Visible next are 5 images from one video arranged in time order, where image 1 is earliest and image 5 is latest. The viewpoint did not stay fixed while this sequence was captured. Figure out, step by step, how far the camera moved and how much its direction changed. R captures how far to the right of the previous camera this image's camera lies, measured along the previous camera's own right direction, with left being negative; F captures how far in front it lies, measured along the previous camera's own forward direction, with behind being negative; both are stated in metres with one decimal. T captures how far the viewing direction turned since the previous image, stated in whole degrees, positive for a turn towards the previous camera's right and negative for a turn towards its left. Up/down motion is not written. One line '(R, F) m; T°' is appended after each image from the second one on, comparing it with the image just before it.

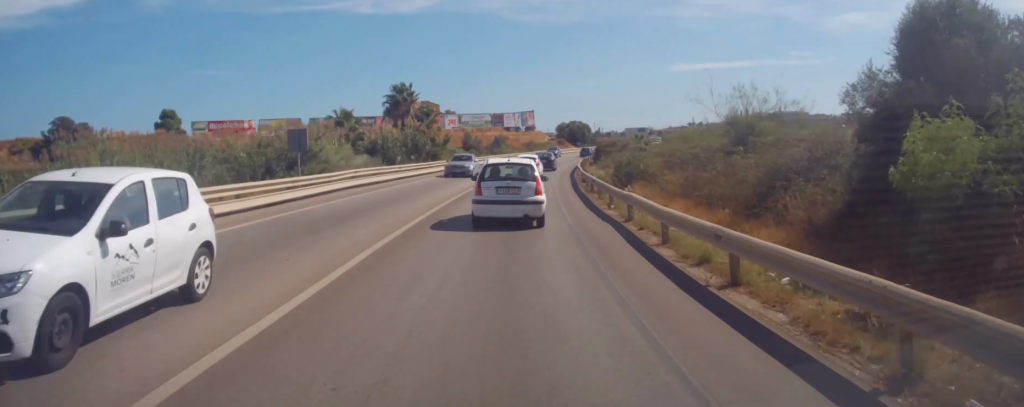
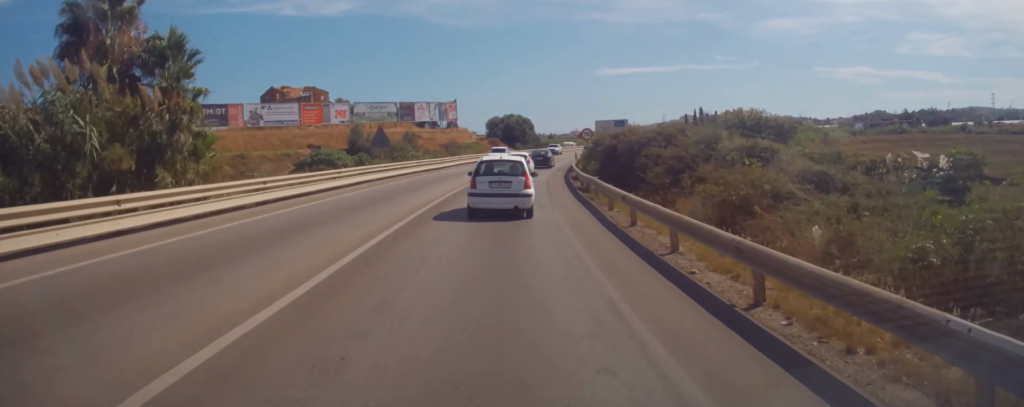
(+4.6, +43.8) m; +6°
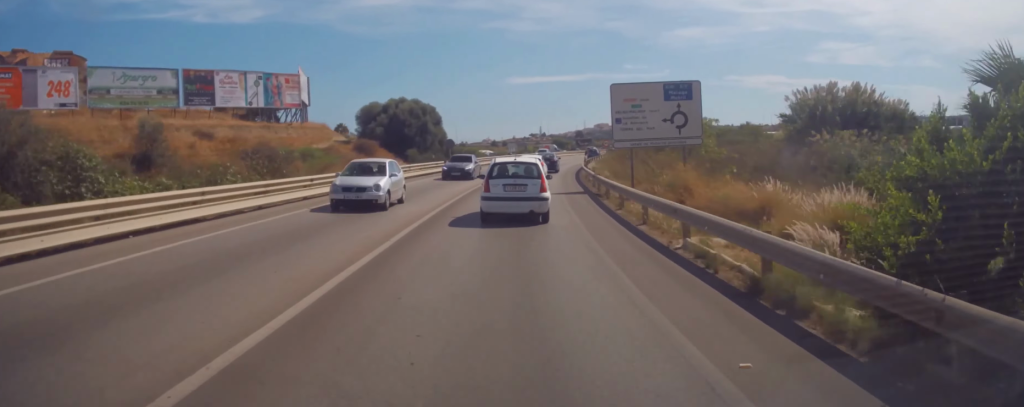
(+1.8, +48.9) m; +7°
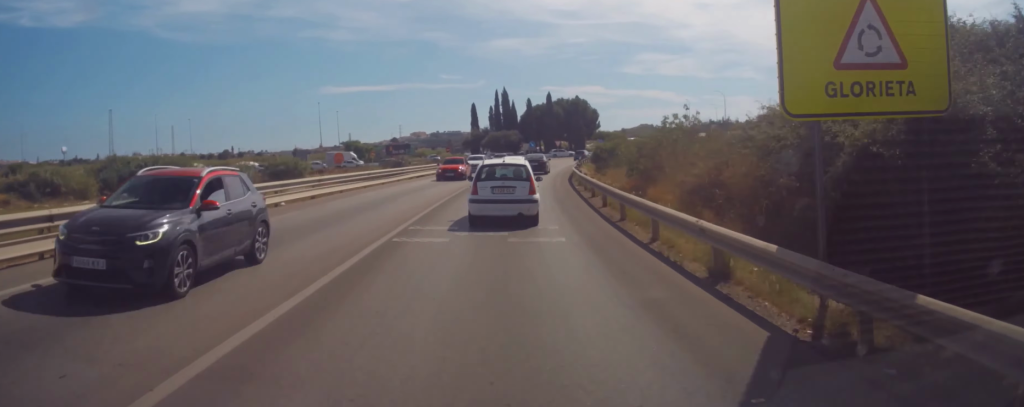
(+14.0, +93.4) m; +15°
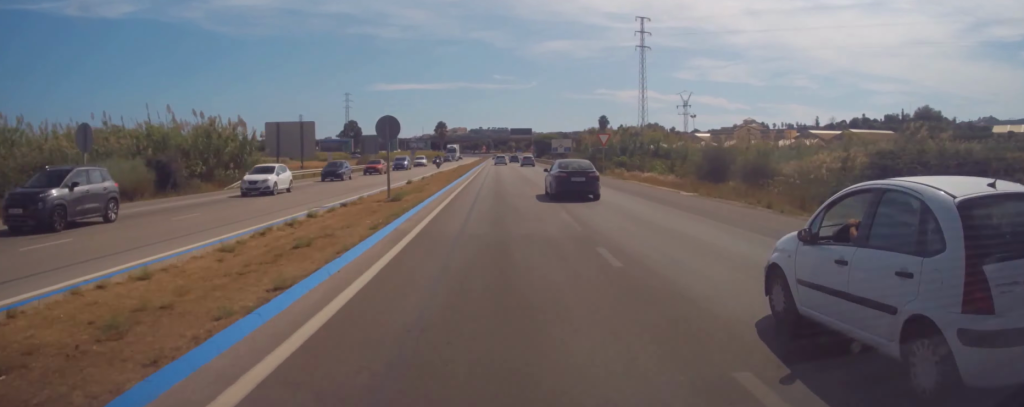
(-31.5, +327.1) m; -10°
